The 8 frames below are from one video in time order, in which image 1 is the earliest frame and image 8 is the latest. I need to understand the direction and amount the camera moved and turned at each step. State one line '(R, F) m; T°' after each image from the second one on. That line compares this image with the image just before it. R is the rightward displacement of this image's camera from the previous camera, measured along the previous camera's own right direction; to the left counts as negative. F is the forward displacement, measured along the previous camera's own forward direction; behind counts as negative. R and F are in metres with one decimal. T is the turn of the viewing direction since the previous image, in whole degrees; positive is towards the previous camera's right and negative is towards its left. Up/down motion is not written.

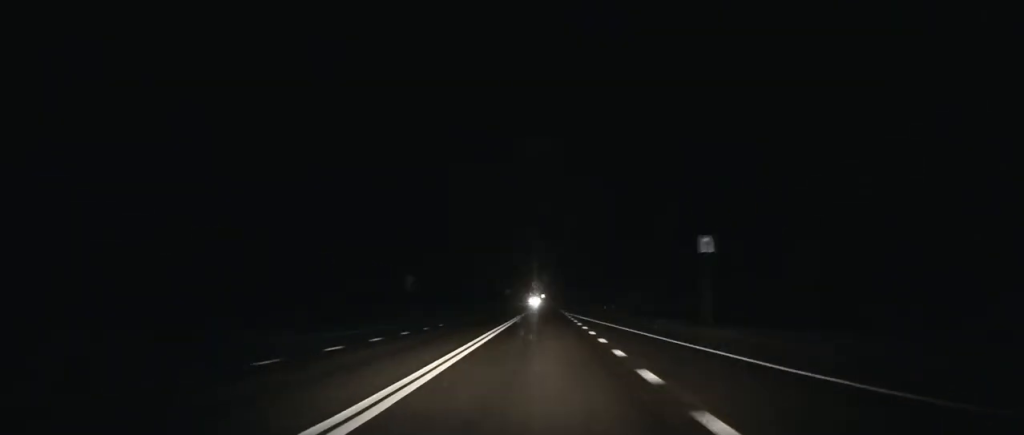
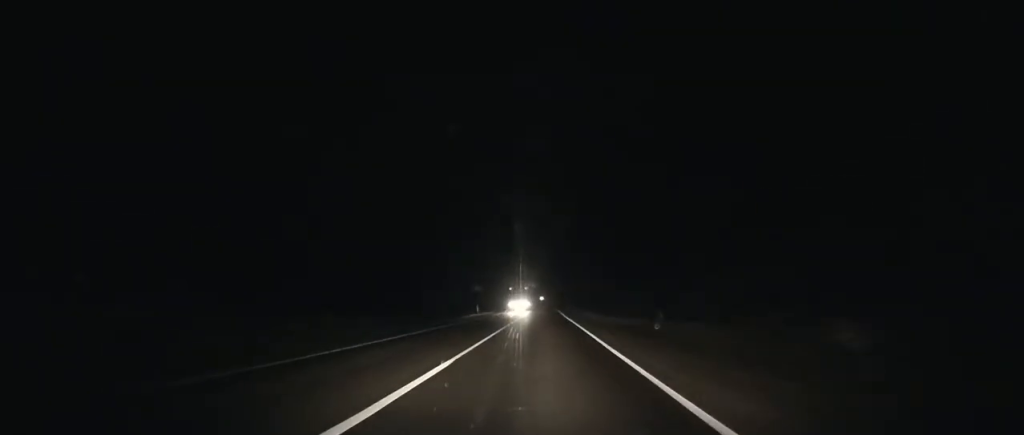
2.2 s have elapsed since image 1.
(-0.1, +55.7) m; 0°
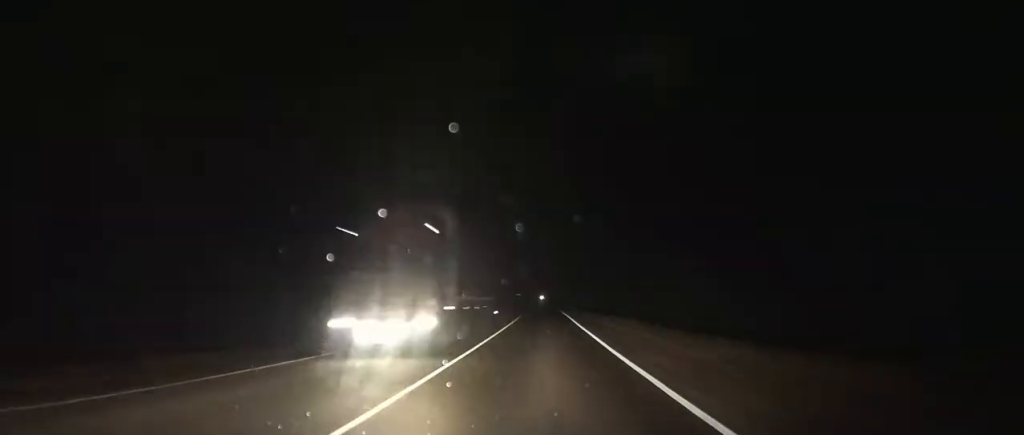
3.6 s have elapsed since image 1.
(-0.1, +36.6) m; 0°
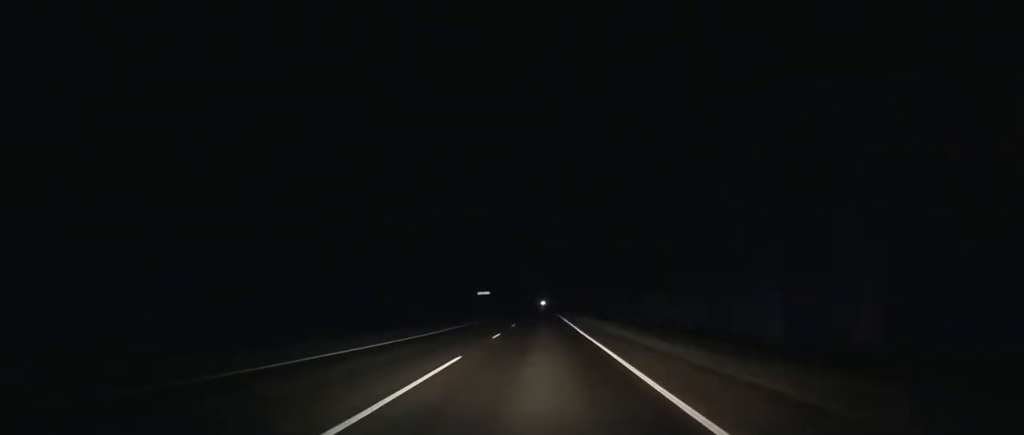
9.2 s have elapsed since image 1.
(+0.6, +146.1) m; 0°
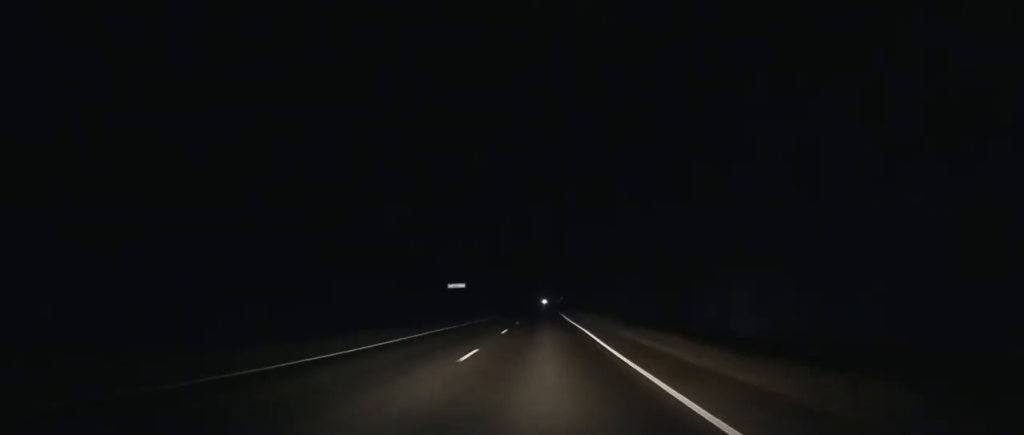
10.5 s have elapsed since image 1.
(+0.1, +33.6) m; 0°
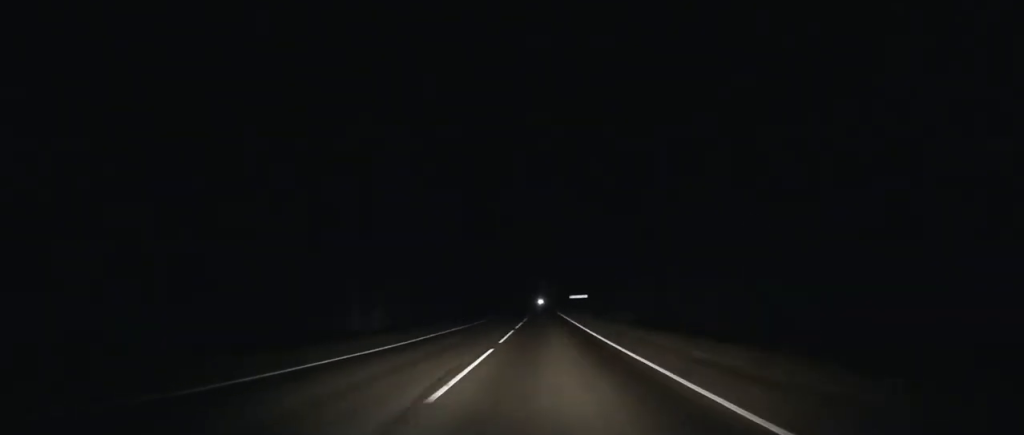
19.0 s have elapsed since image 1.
(-0.8, +224.8) m; 0°
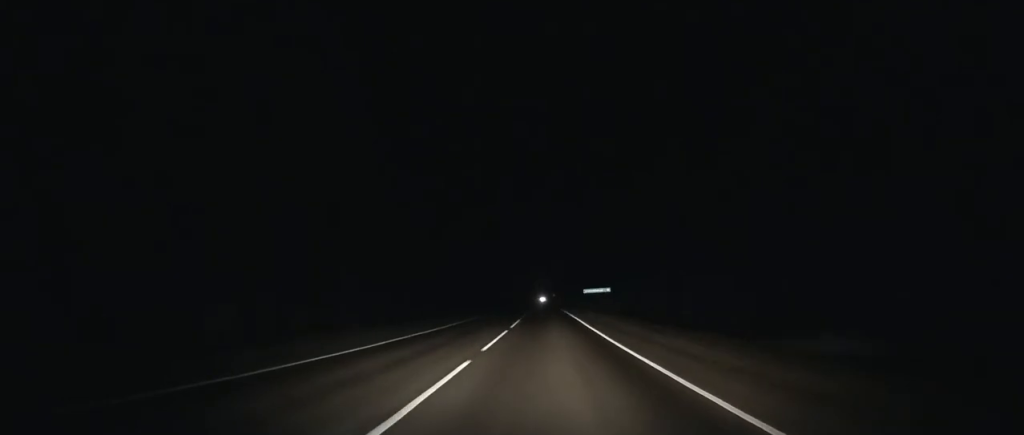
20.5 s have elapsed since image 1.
(0.0, +42.0) m; 0°
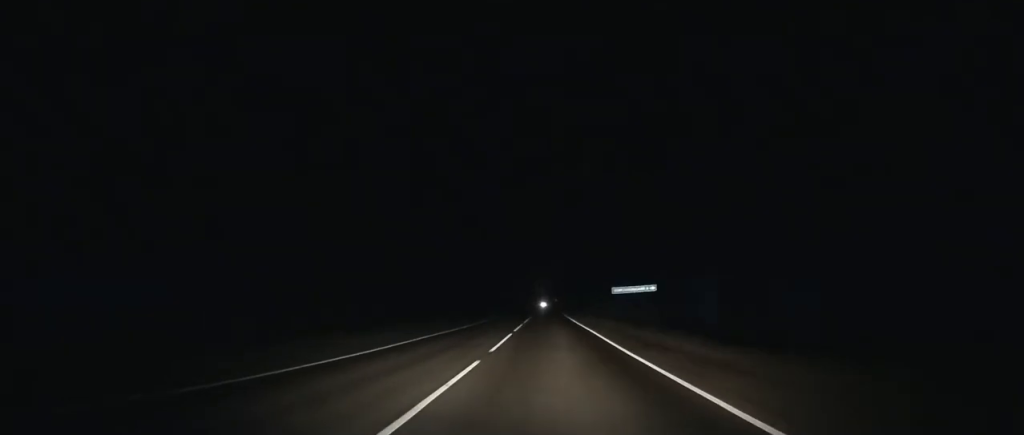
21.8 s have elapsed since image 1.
(0.0, +36.4) m; 0°
